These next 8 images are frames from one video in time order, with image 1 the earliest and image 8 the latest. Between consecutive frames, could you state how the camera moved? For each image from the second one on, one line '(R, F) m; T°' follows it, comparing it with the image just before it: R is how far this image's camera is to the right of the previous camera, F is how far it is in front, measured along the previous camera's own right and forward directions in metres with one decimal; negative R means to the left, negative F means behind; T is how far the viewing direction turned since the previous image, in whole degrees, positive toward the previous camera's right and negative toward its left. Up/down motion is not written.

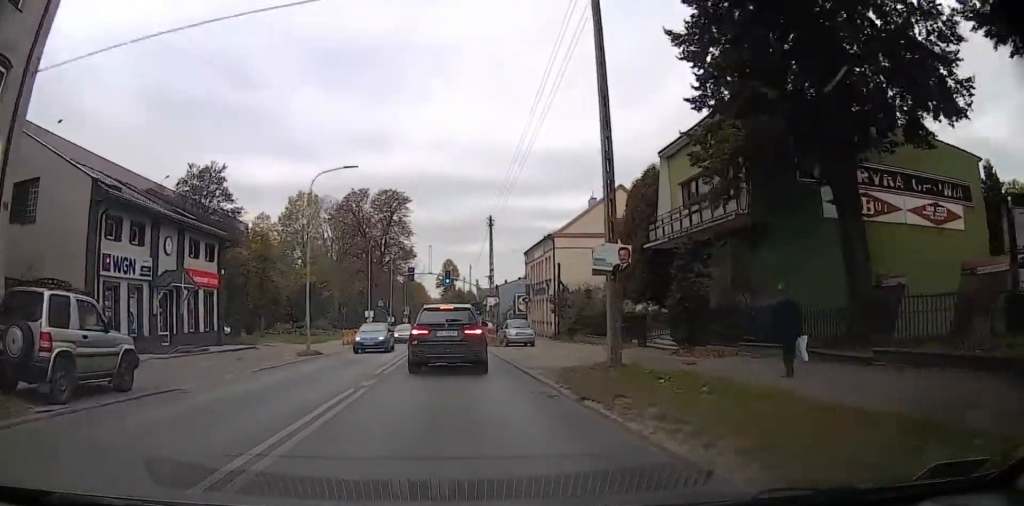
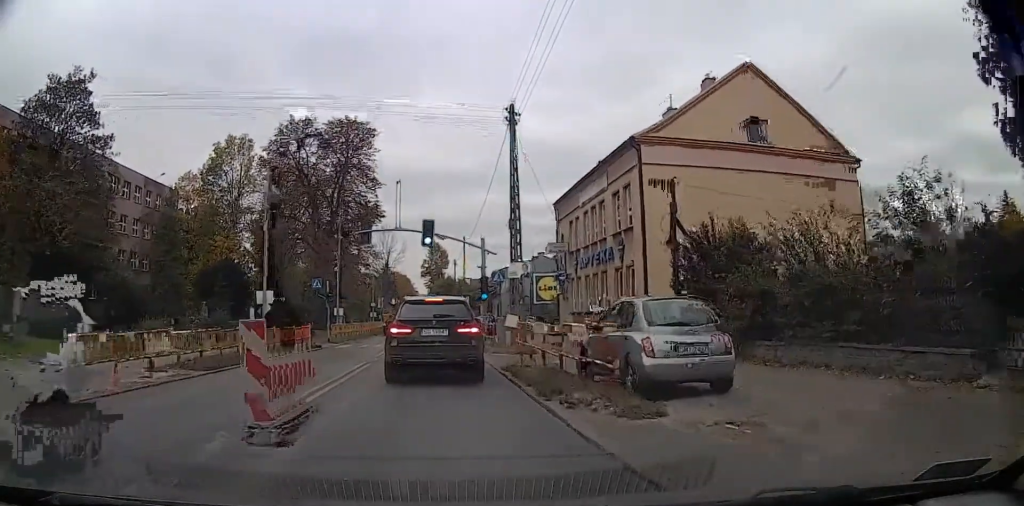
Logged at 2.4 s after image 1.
(-0.5, +27.4) m; -3°
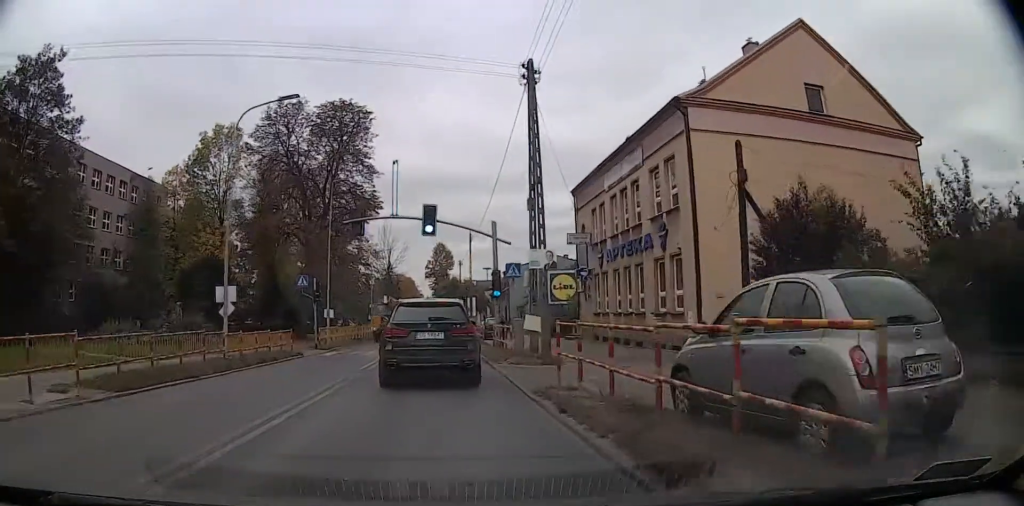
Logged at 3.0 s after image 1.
(0.0, +5.2) m; 0°
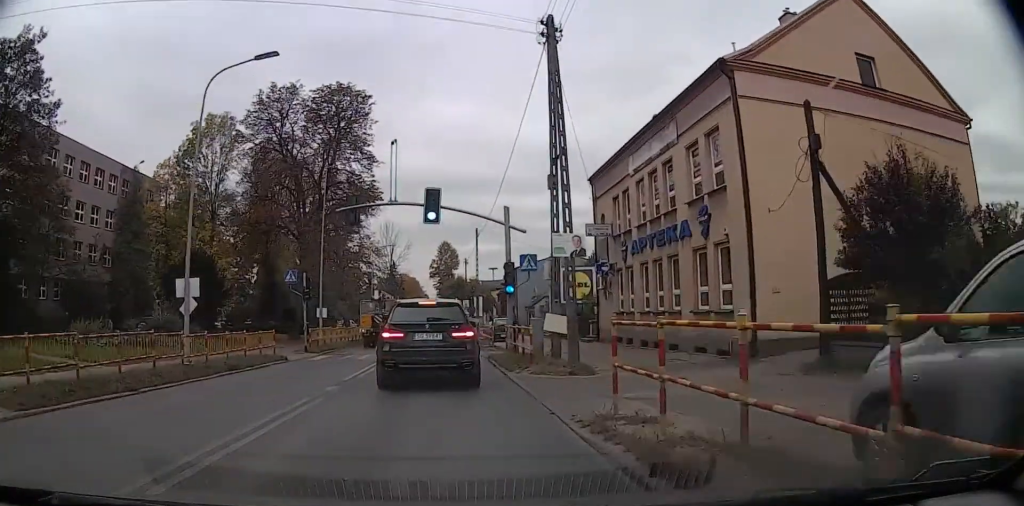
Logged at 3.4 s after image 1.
(0.0, +3.9) m; 0°
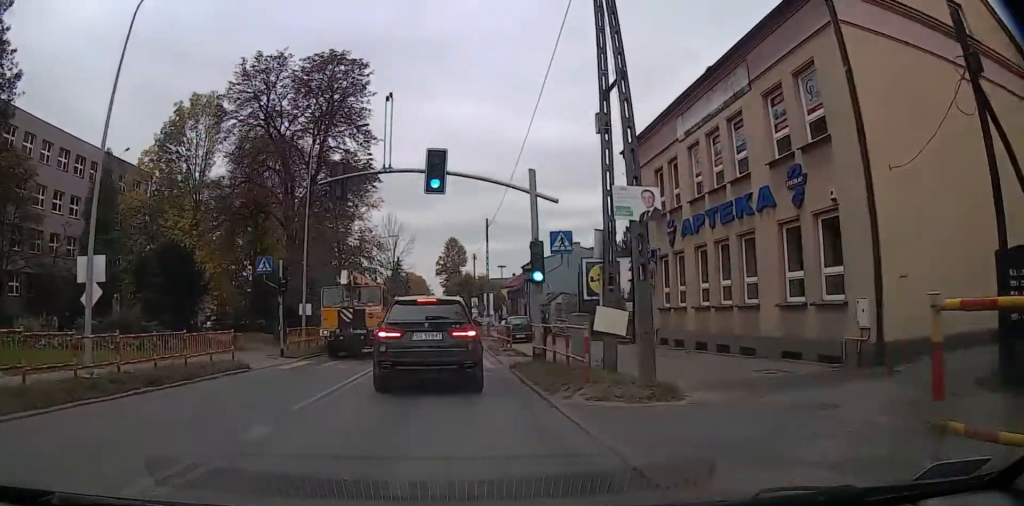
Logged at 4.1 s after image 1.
(0.0, +5.4) m; -1°
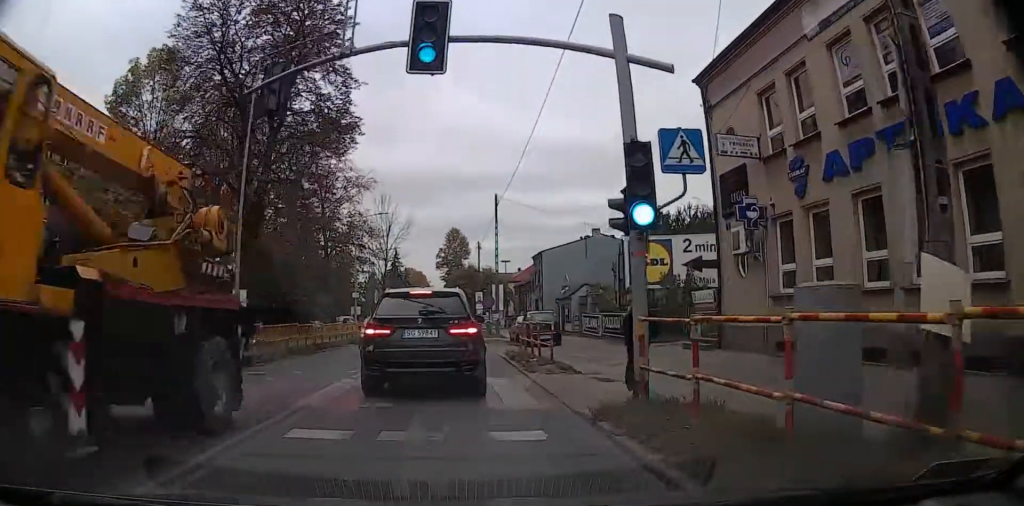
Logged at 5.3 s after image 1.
(-0.2, +9.2) m; -2°
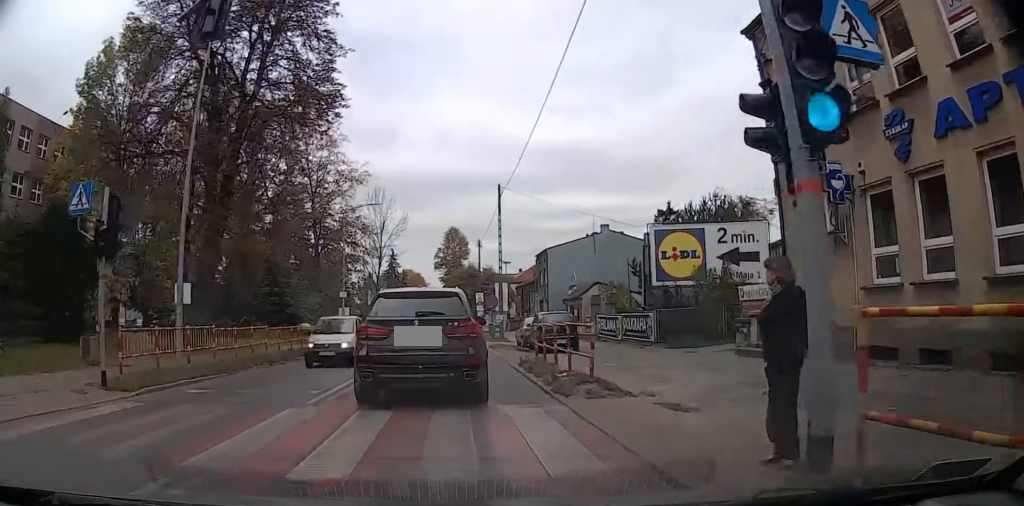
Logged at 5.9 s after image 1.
(0.0, +4.6) m; 0°
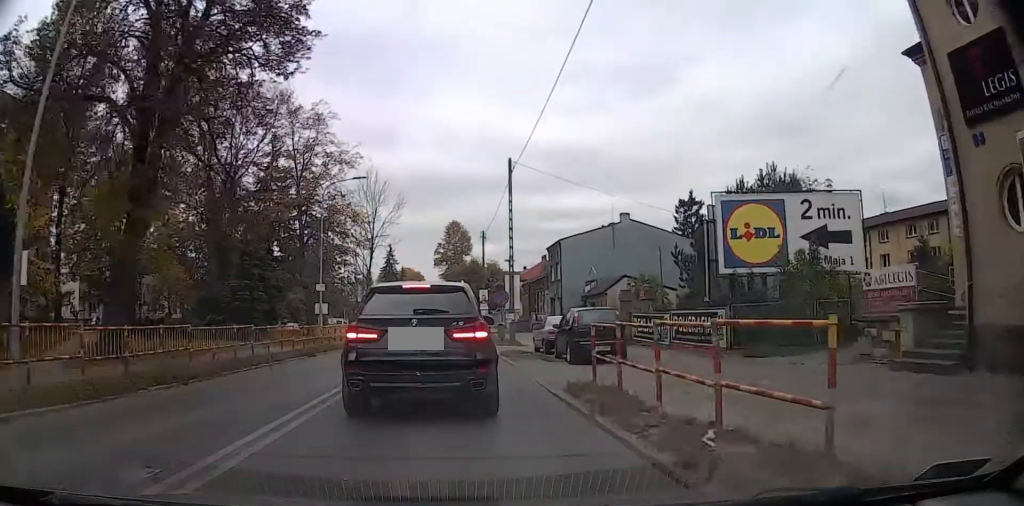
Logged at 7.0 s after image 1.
(0.0, +7.0) m; 0°
